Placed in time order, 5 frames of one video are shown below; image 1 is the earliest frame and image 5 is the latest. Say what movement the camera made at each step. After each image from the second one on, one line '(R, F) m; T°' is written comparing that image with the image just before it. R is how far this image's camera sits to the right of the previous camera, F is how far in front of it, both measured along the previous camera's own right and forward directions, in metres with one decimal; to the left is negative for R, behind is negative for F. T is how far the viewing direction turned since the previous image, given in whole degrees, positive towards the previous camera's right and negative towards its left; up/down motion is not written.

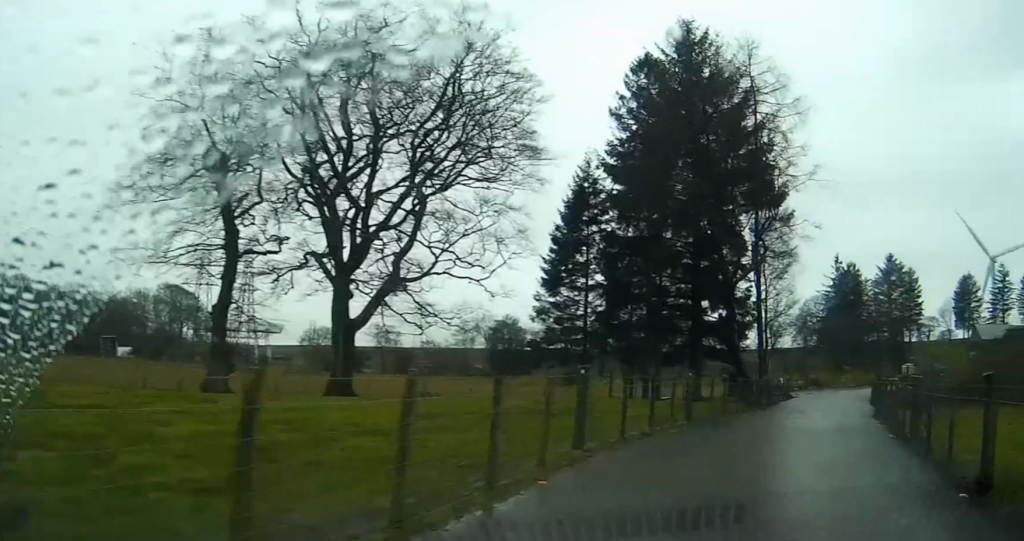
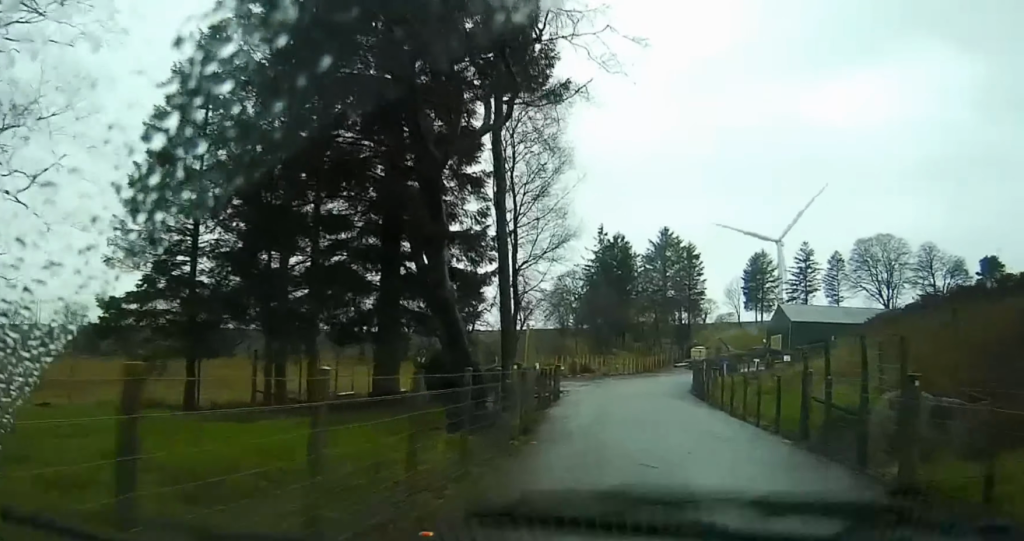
(+2.3, +18.4) m; +15°
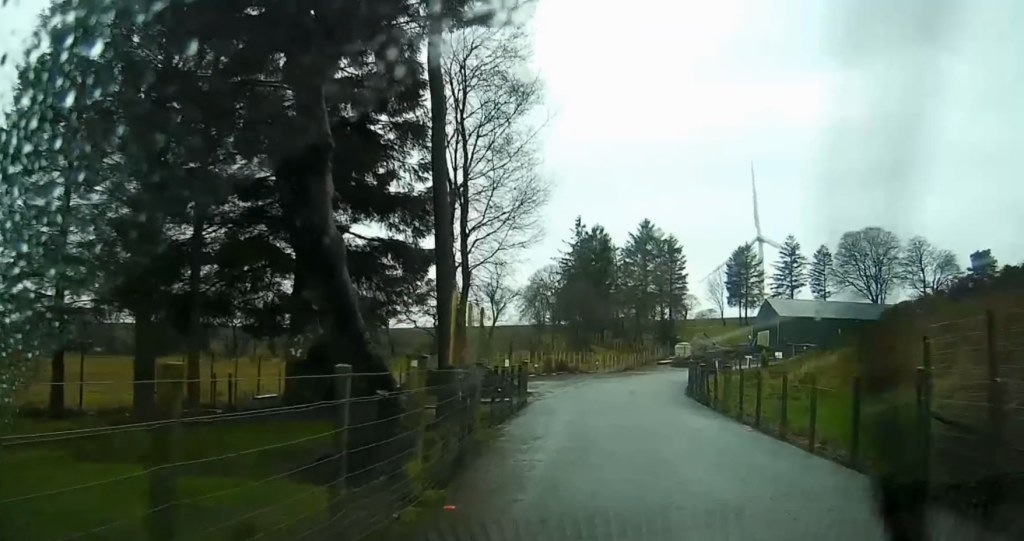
(+0.6, +6.2) m; +5°
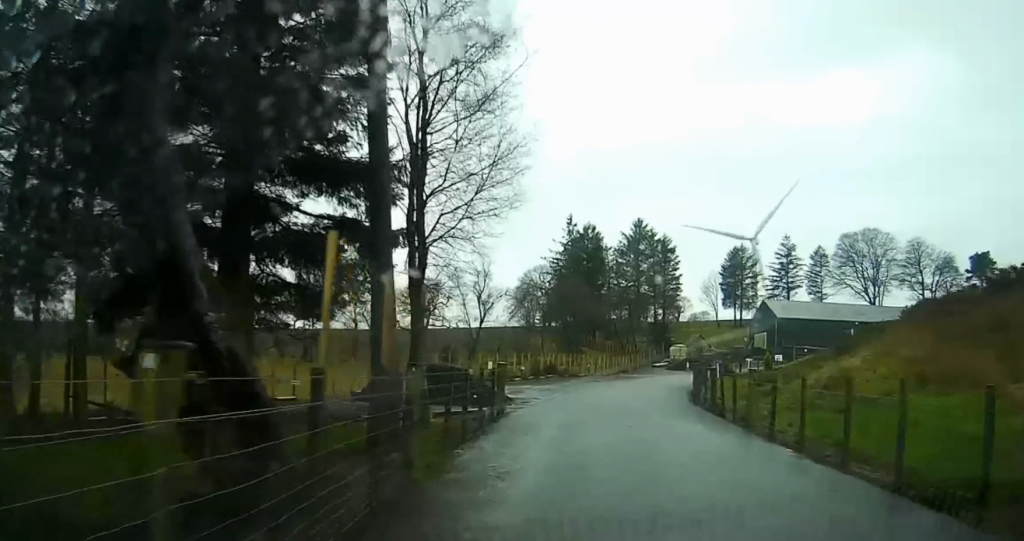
(+0.1, +4.2) m; +1°
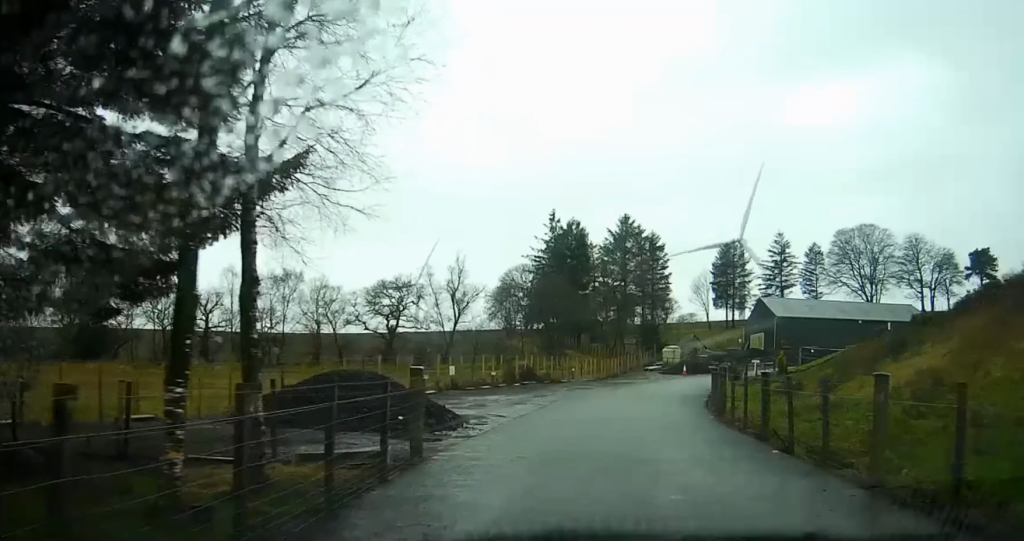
(0.0, +8.5) m; +1°
